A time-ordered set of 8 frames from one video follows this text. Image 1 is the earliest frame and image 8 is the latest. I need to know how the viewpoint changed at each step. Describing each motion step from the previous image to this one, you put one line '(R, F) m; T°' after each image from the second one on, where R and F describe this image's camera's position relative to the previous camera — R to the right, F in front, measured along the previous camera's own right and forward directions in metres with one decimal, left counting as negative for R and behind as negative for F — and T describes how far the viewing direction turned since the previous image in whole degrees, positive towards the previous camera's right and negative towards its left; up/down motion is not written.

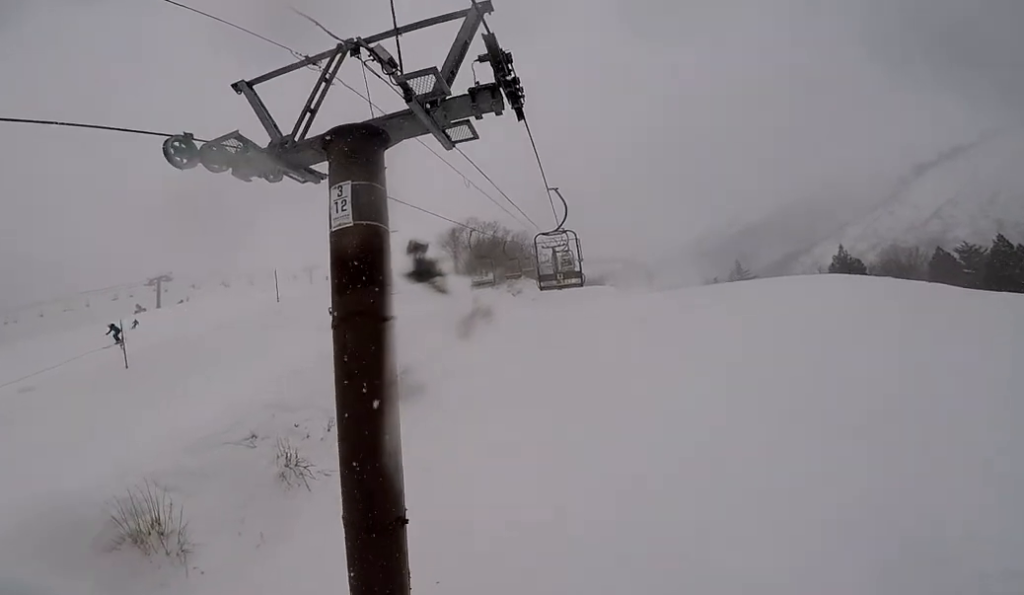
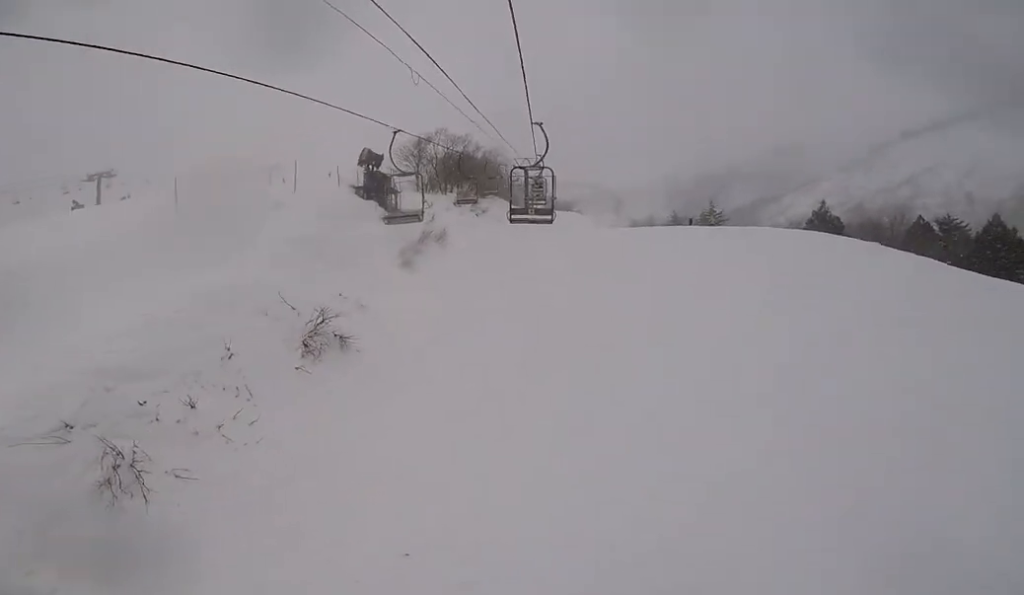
(-0.2, +3.8) m; 0°
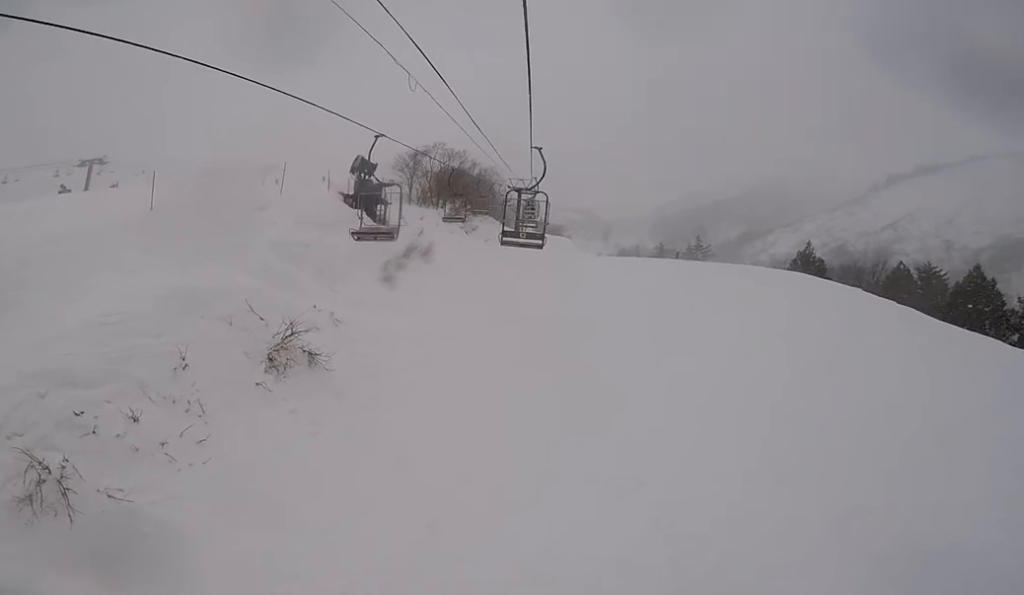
(+0.7, +0.7) m; 0°
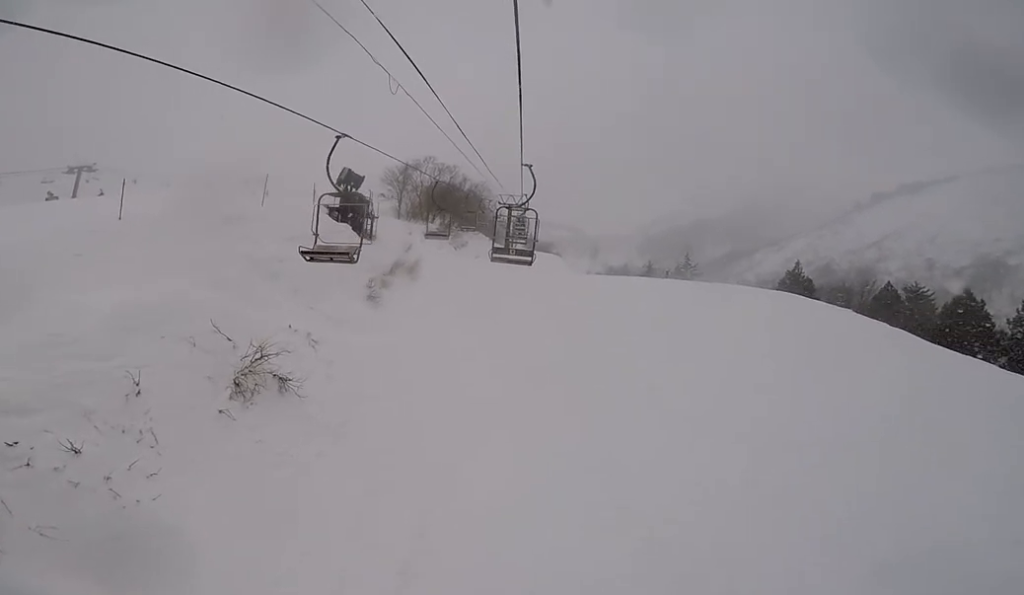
(-0.1, +1.1) m; 0°
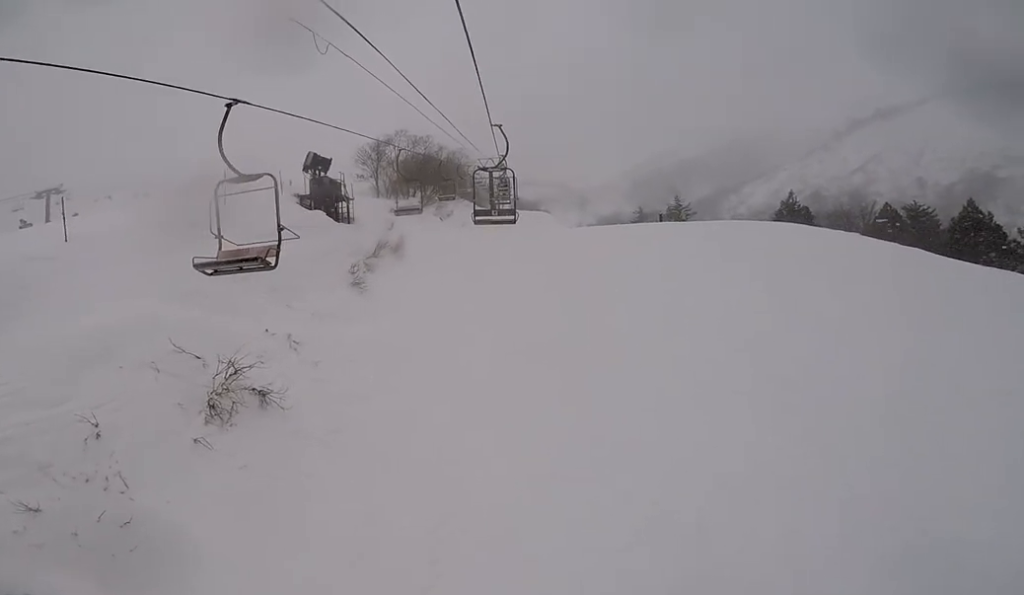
(-1.1, +1.4) m; 0°
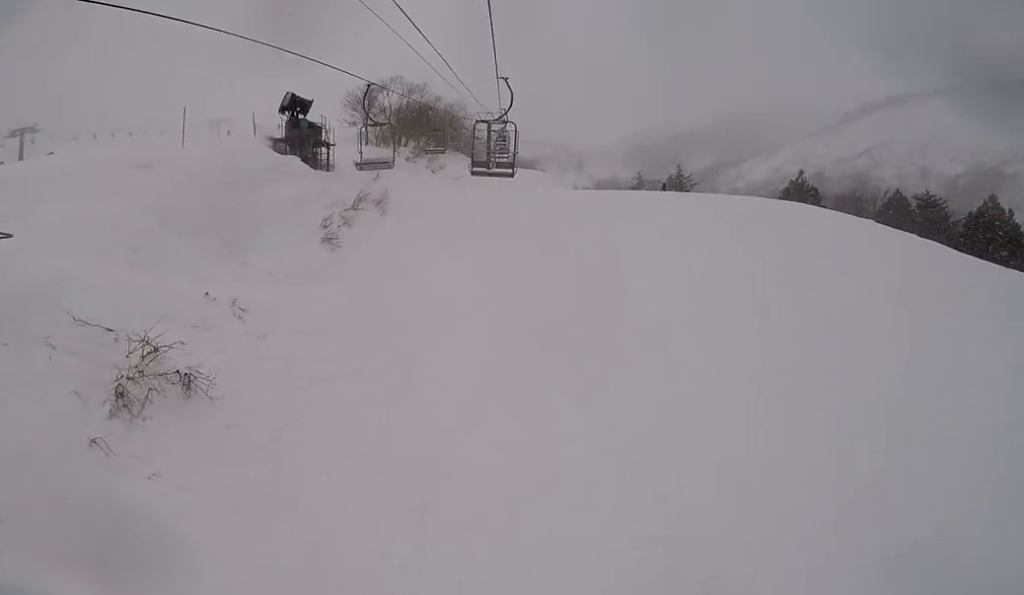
(+1.6, +1.9) m; 0°
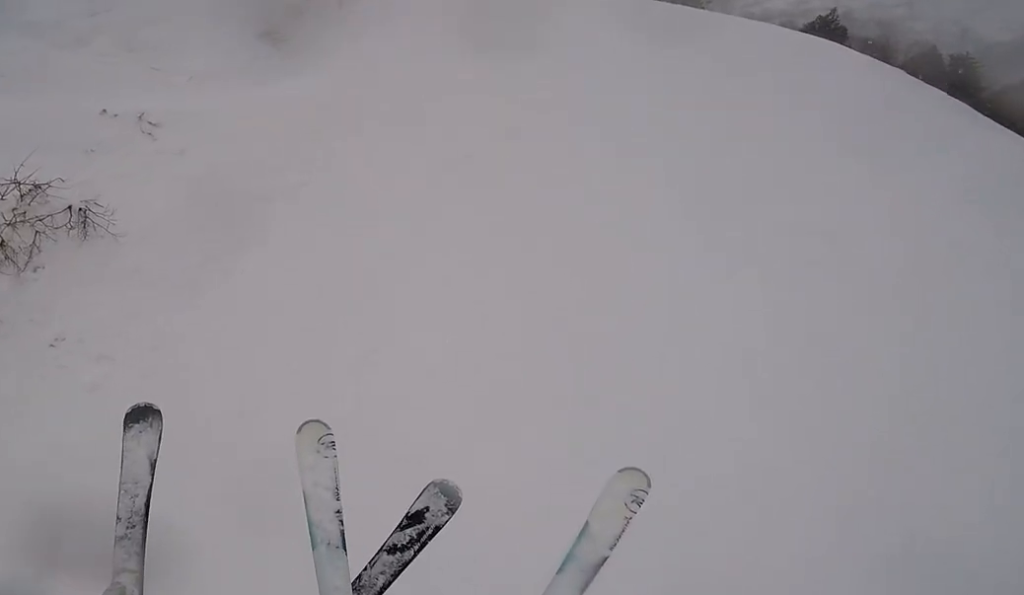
(-1.4, +1.7) m; 0°
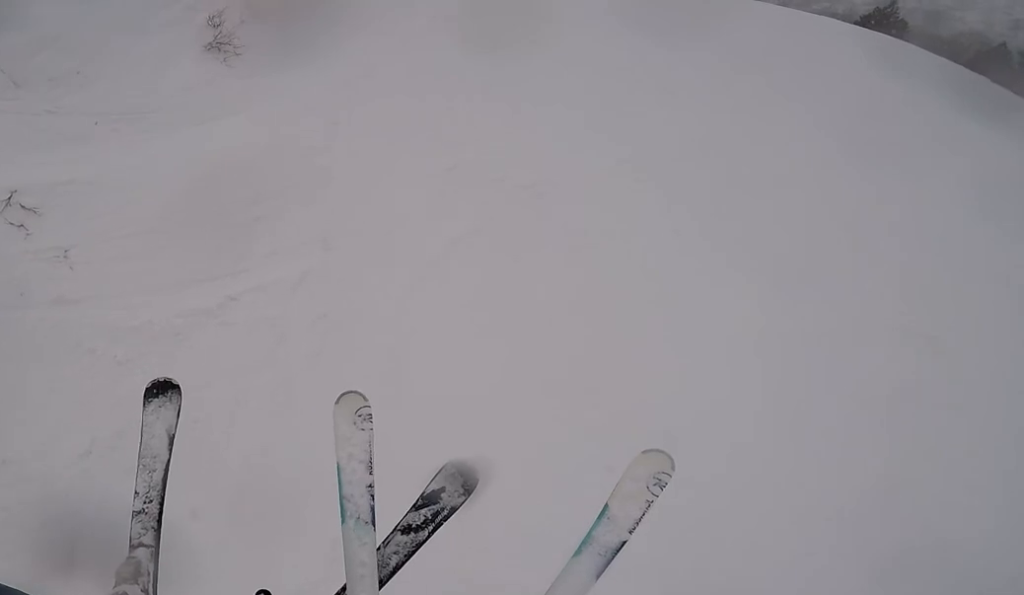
(+0.2, +3.7) m; 0°
